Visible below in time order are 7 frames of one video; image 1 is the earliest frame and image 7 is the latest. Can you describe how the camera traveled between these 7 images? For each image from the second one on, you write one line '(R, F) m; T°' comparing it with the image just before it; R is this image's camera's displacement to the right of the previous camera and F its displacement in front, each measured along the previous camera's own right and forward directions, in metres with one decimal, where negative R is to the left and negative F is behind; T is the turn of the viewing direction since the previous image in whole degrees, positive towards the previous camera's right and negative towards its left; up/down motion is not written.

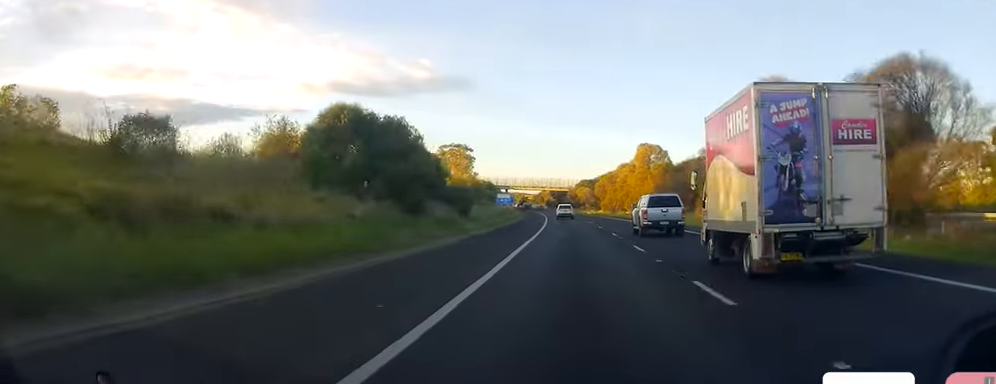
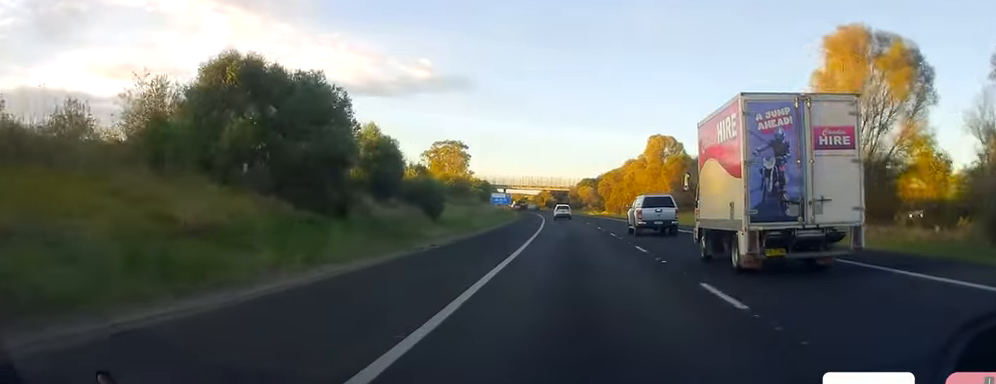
(0.0, +12.4) m; 0°
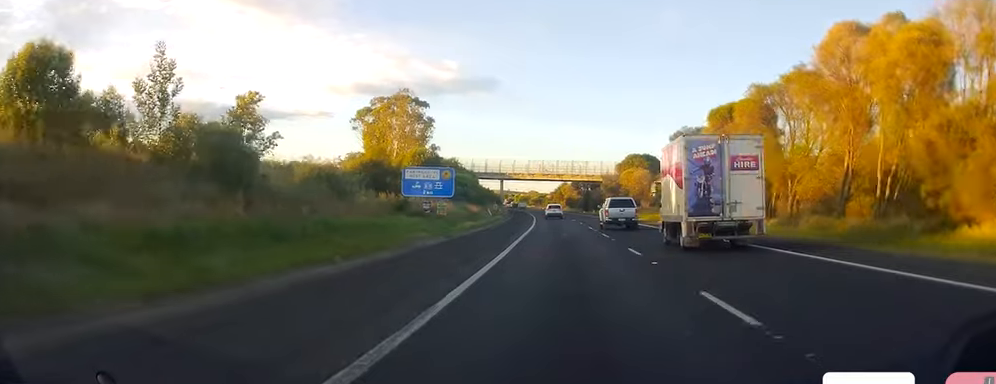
(+0.5, +84.7) m; -2°
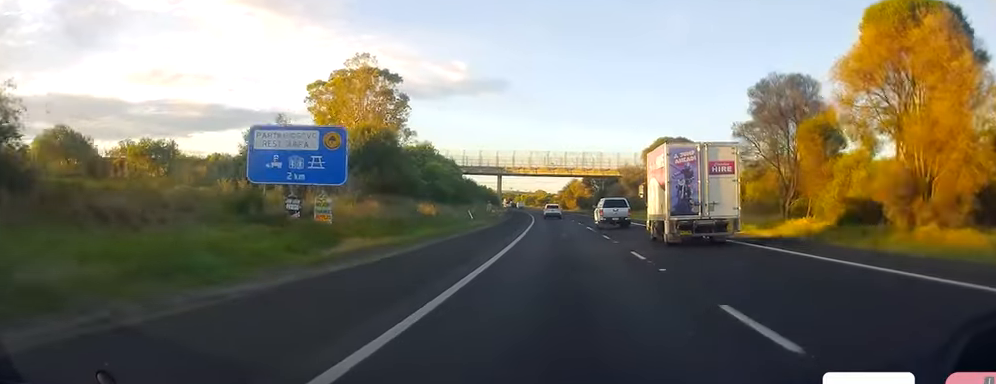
(-0.2, +25.7) m; 0°
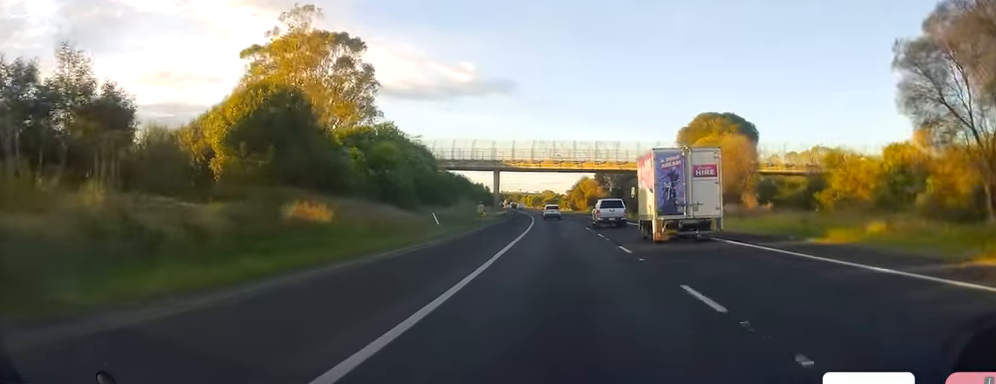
(+0.3, +20.9) m; 0°
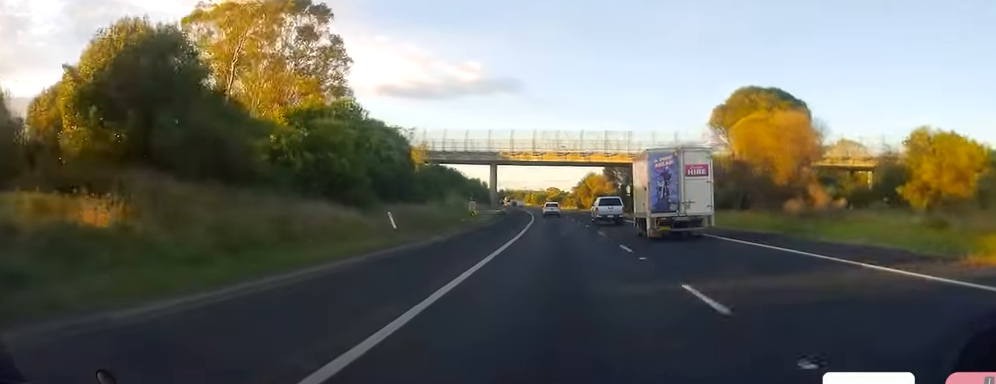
(0.0, +12.4) m; 0°
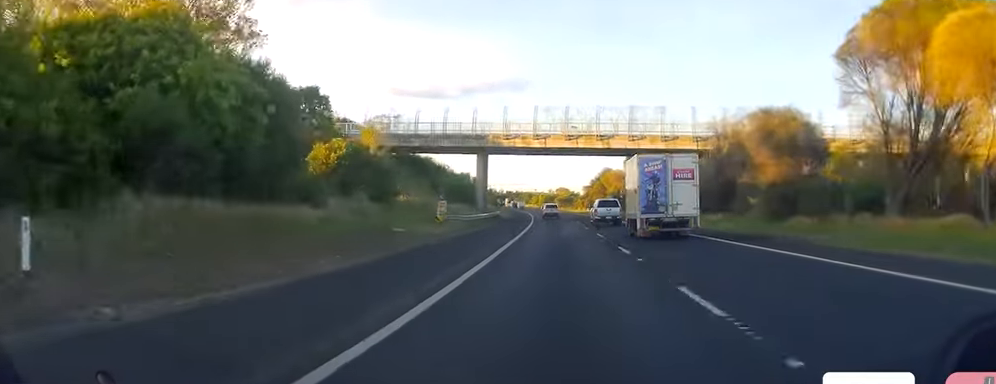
(-0.2, +23.7) m; -1°
